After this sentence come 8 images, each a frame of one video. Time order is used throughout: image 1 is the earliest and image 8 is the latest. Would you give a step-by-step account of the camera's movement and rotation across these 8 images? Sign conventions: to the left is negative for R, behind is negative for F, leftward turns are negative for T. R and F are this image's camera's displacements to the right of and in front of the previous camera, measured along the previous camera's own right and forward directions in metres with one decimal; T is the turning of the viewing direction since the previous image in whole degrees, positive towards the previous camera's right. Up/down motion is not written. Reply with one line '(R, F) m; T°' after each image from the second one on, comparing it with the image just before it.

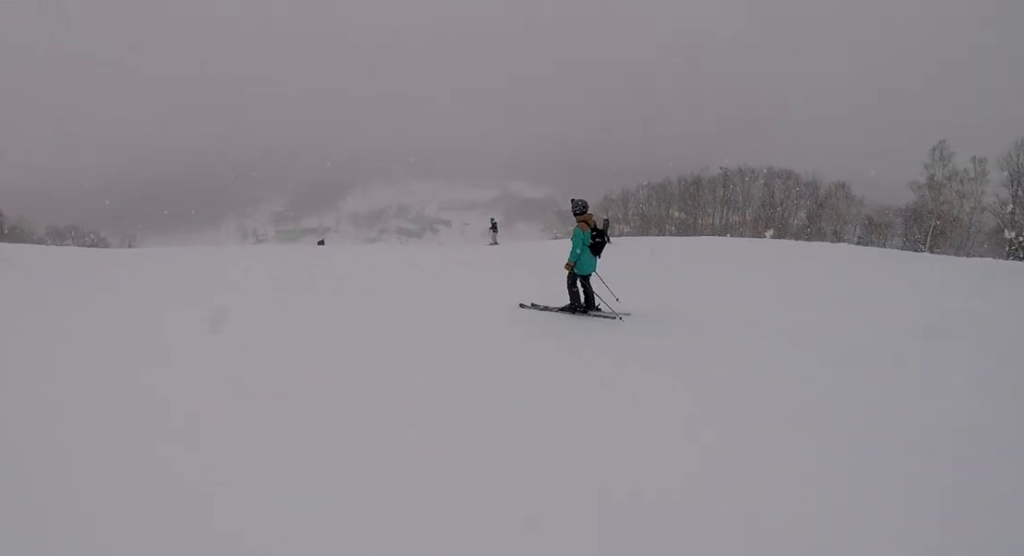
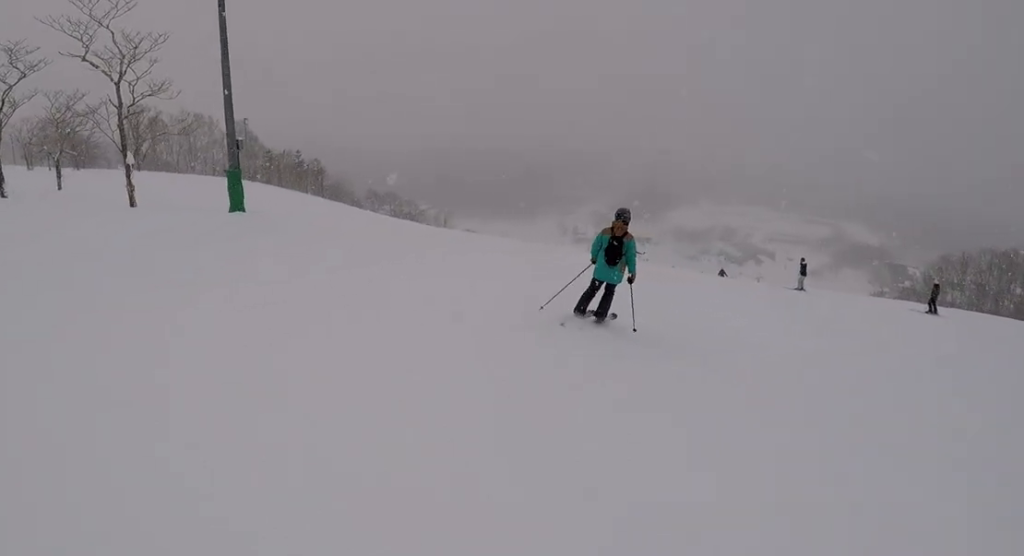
(-0.2, +4.4) m; -11°
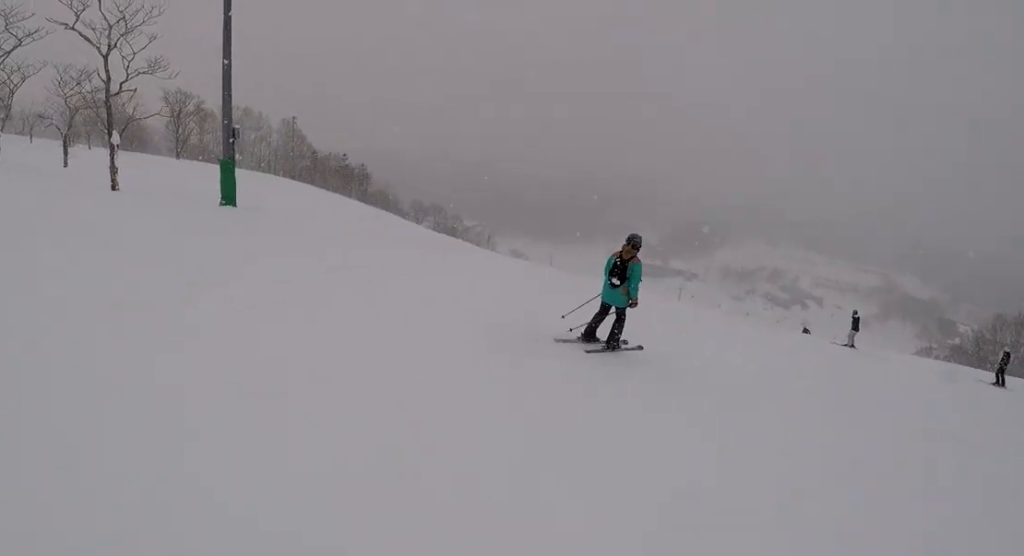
(-0.2, +3.5) m; -20°
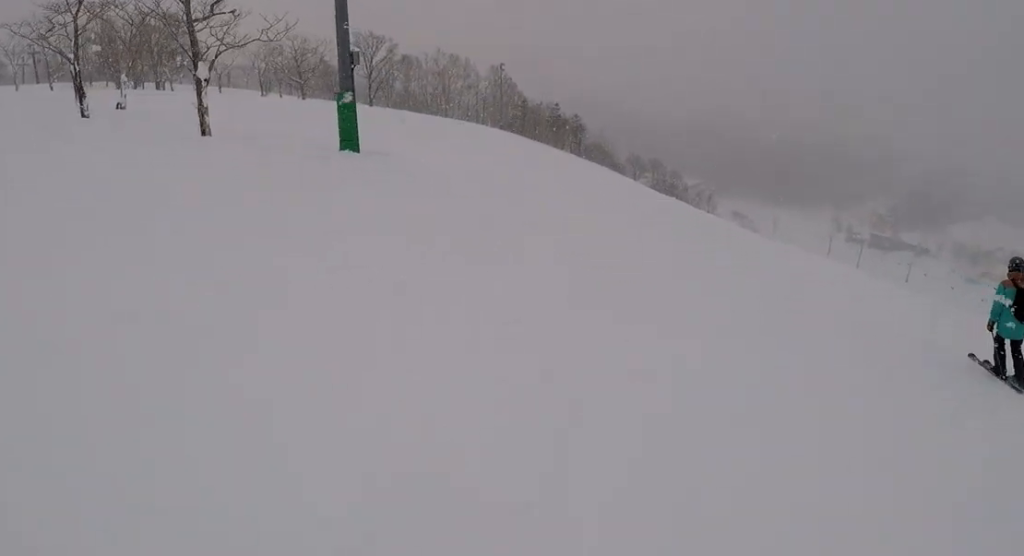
(-1.9, +5.4) m; -11°
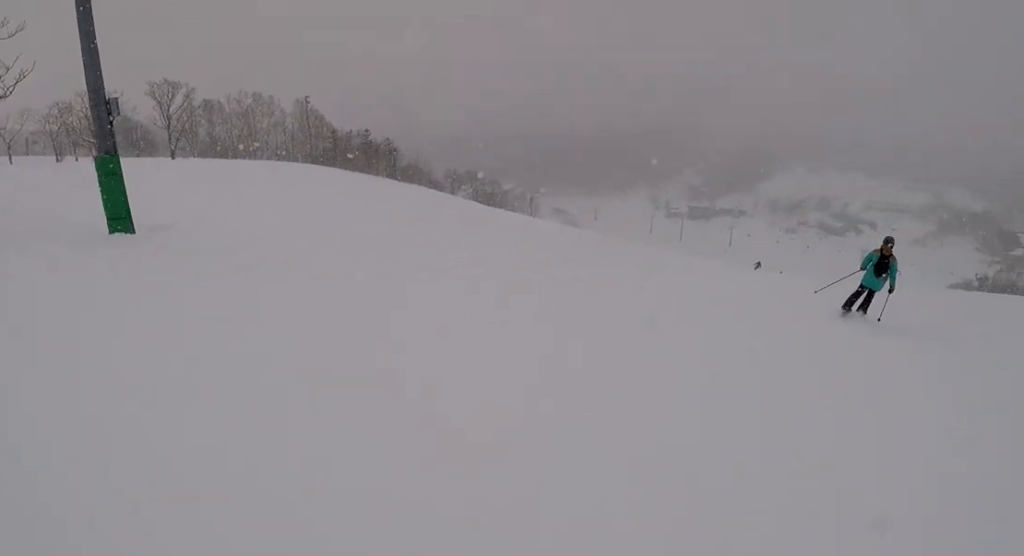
(+1.5, +5.3) m; +36°
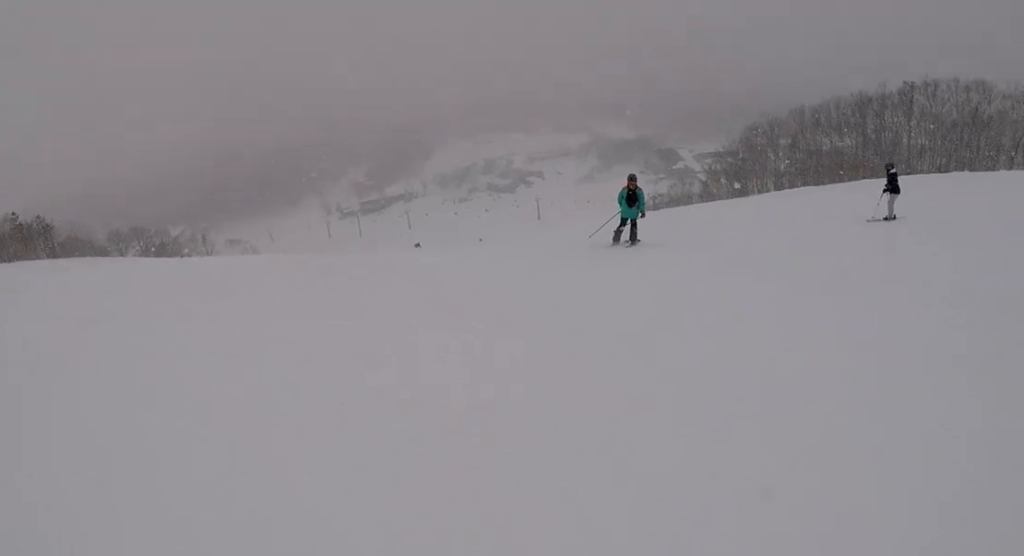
(+1.4, +3.7) m; +15°
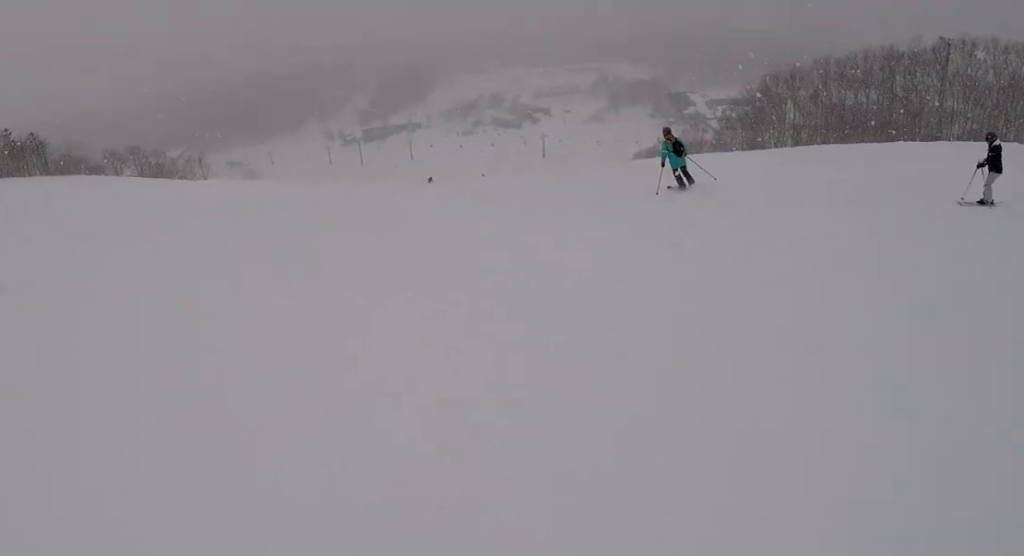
(-0.3, +4.2) m; -4°
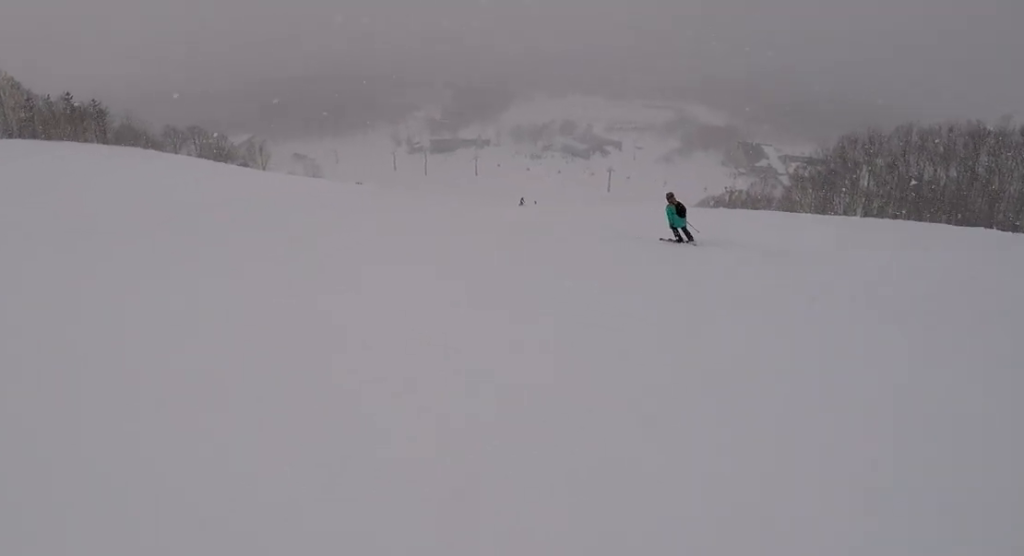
(-0.1, +3.8) m; -5°
